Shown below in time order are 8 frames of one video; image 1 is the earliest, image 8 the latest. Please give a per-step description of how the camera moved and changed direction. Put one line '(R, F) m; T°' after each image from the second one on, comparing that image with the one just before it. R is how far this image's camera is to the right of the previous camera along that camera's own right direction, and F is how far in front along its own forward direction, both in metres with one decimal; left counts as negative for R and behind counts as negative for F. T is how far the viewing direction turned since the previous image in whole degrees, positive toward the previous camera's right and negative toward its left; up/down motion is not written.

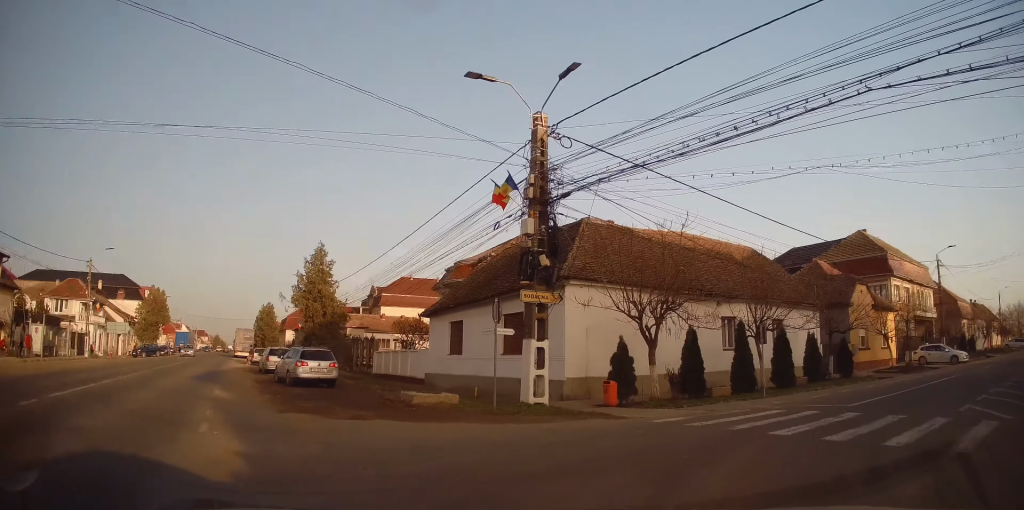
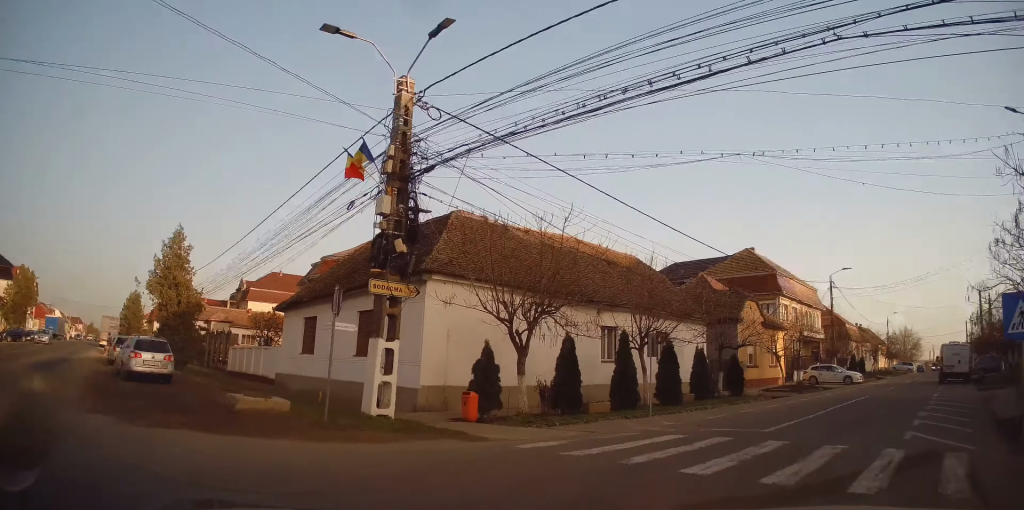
(-0.2, +2.0) m; +9°
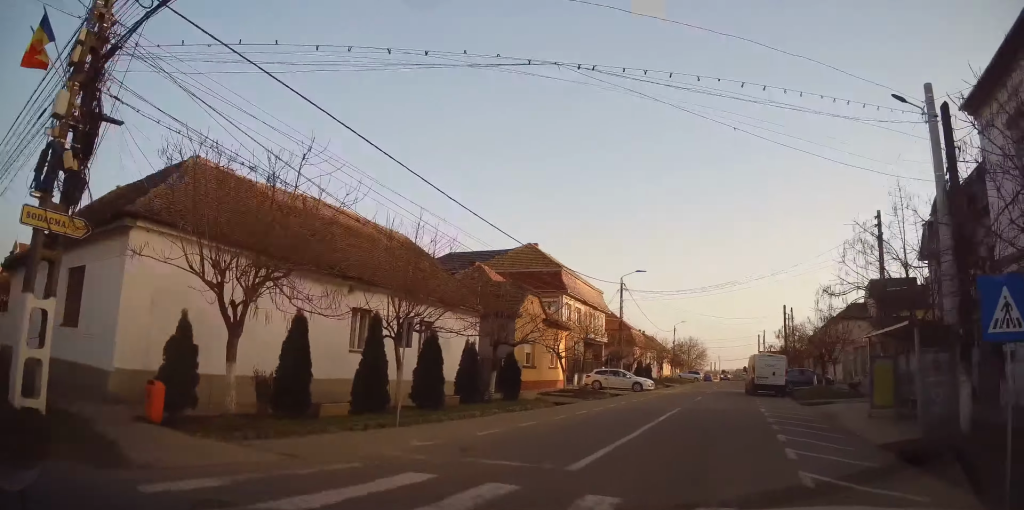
(+0.8, +3.6) m; +24°
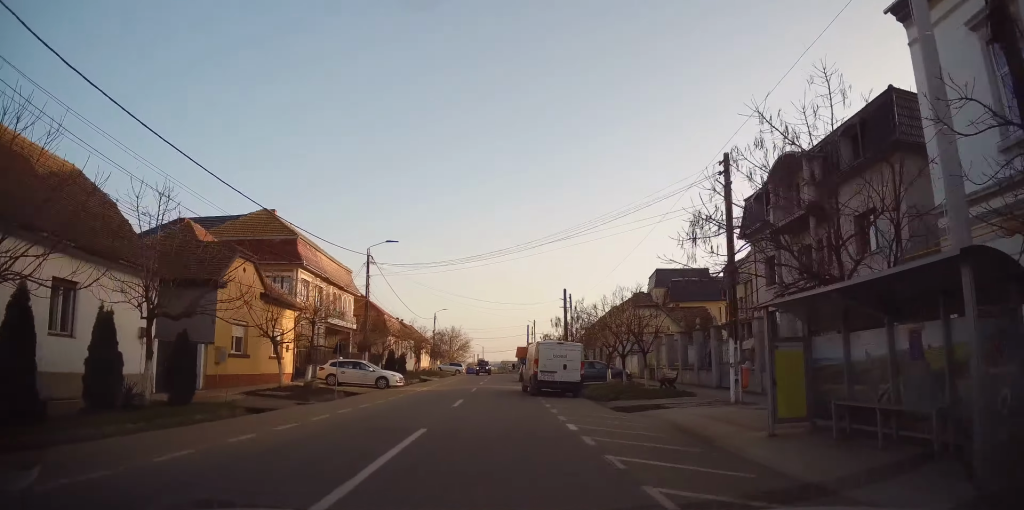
(+2.1, +6.3) m; +27°
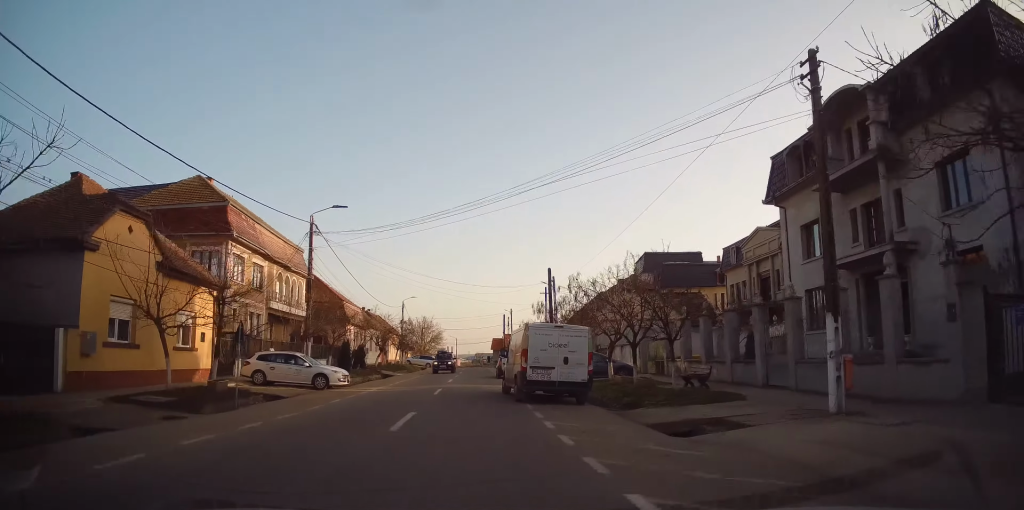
(+0.5, +6.2) m; +3°
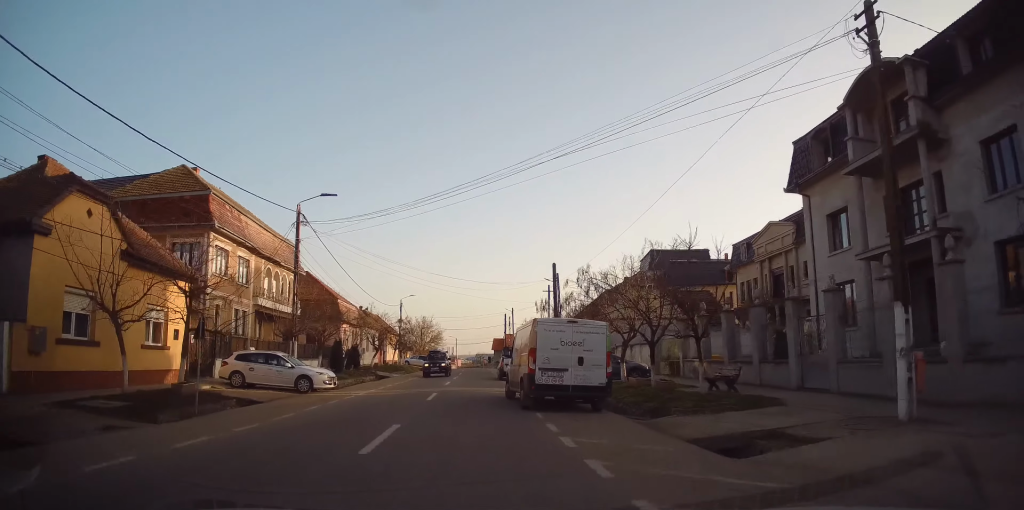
(0.0, +2.1) m; 0°
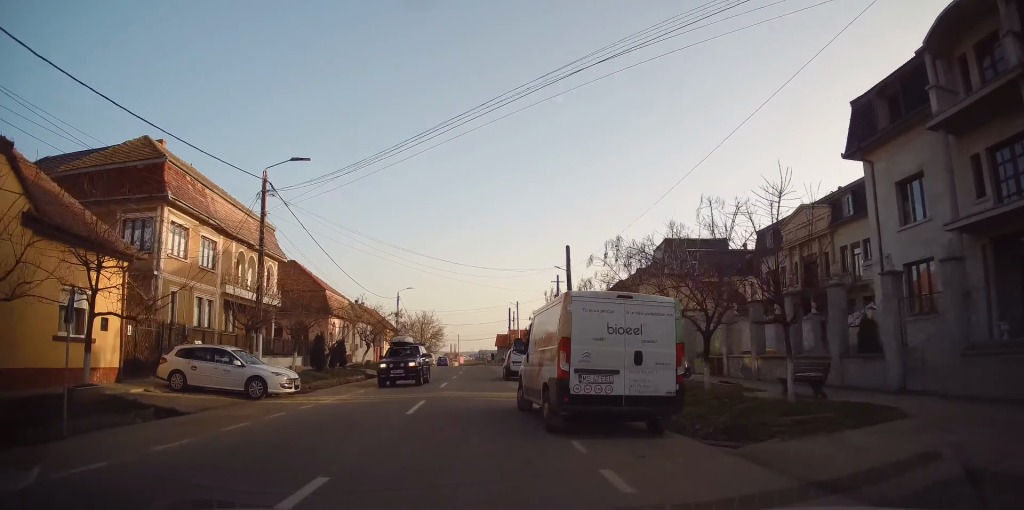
(0.0, +4.6) m; +5°
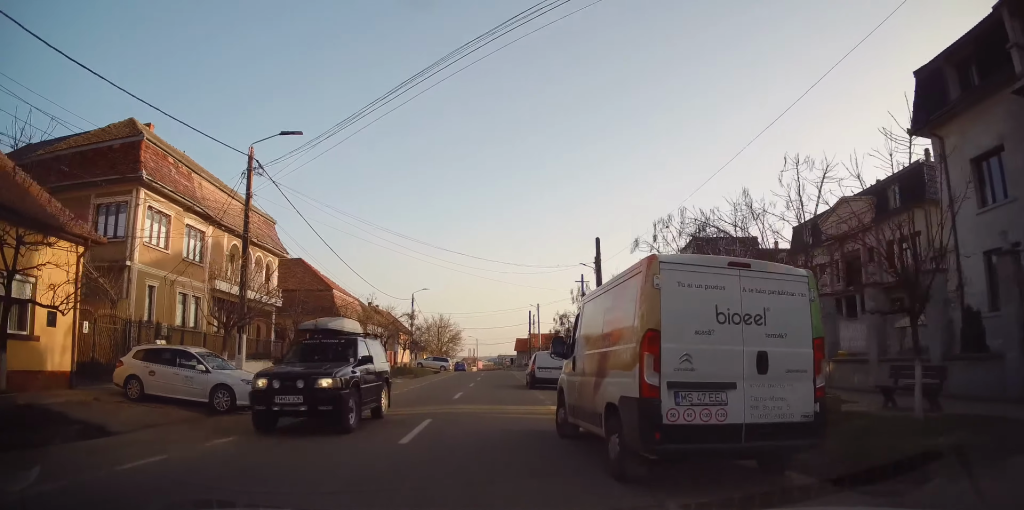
(+0.4, +3.9) m; 0°
